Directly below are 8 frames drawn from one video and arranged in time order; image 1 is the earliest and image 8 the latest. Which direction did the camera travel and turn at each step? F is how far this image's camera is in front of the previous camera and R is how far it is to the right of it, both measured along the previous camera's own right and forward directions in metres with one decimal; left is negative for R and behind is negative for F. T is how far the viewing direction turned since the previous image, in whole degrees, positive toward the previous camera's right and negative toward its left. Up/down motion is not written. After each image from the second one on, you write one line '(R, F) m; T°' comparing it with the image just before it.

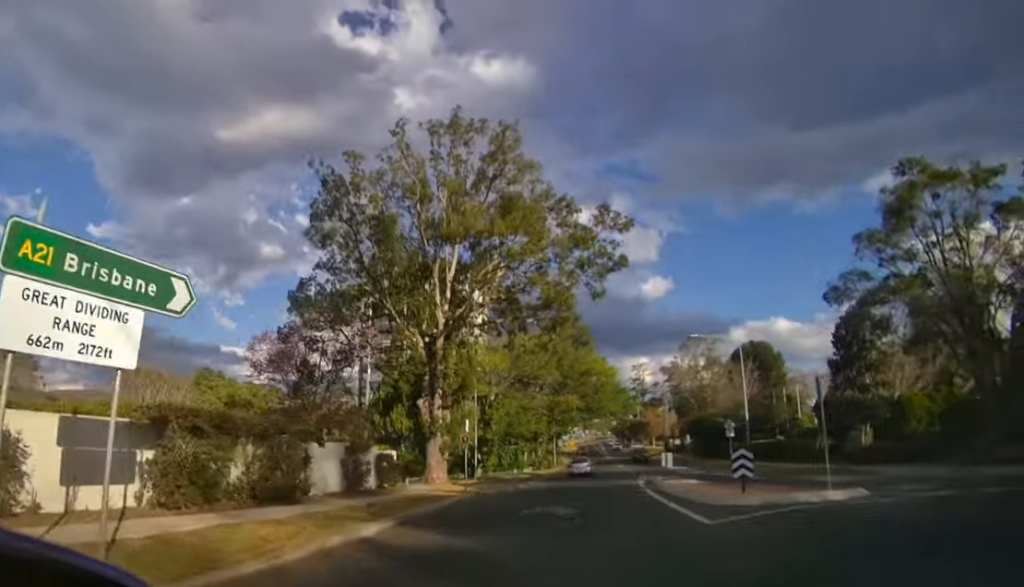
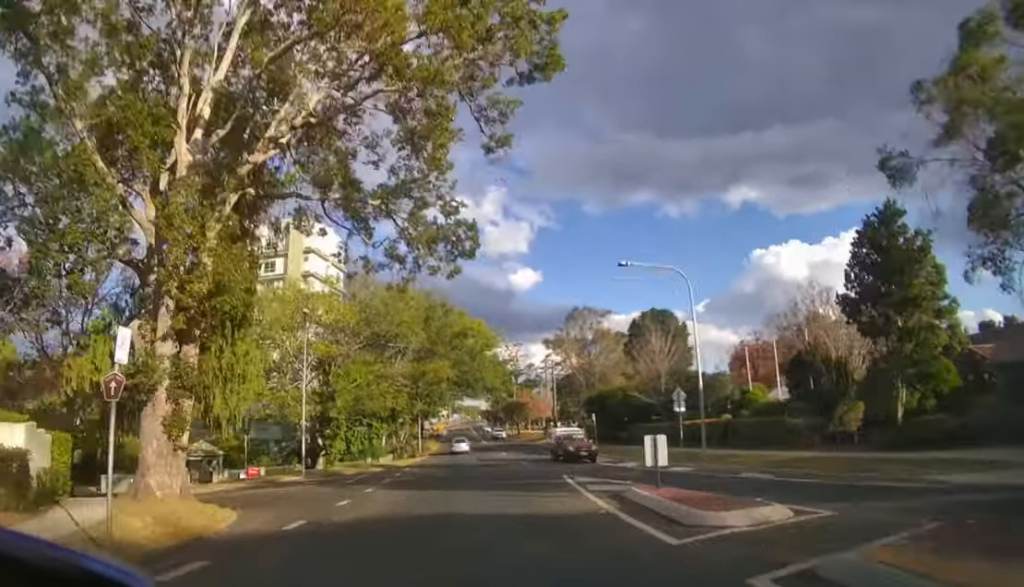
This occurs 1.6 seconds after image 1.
(+2.7, +11.7) m; +19°
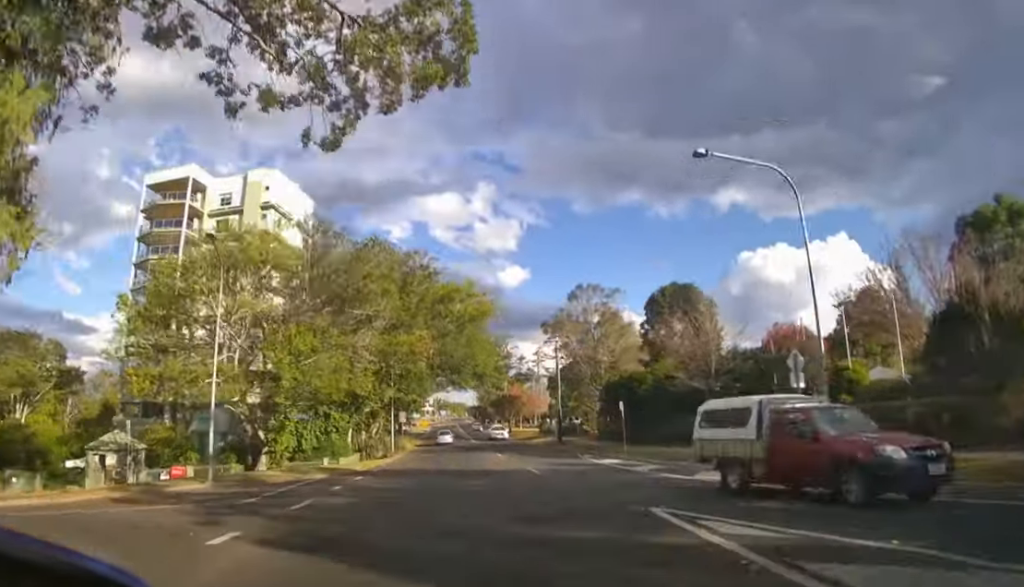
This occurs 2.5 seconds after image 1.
(+0.4, +9.4) m; +3°
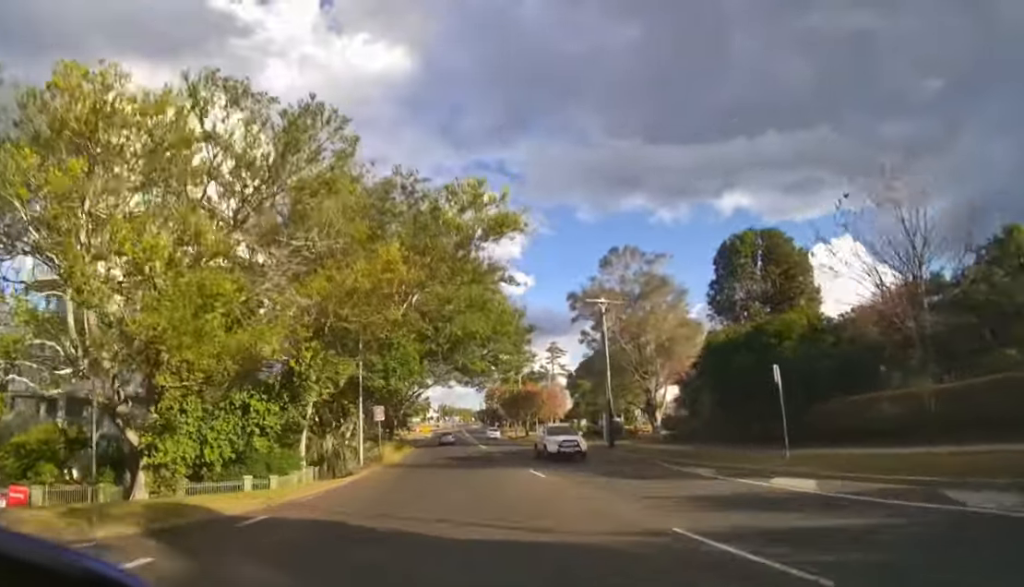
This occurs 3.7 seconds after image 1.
(+0.1, +13.5) m; +1°
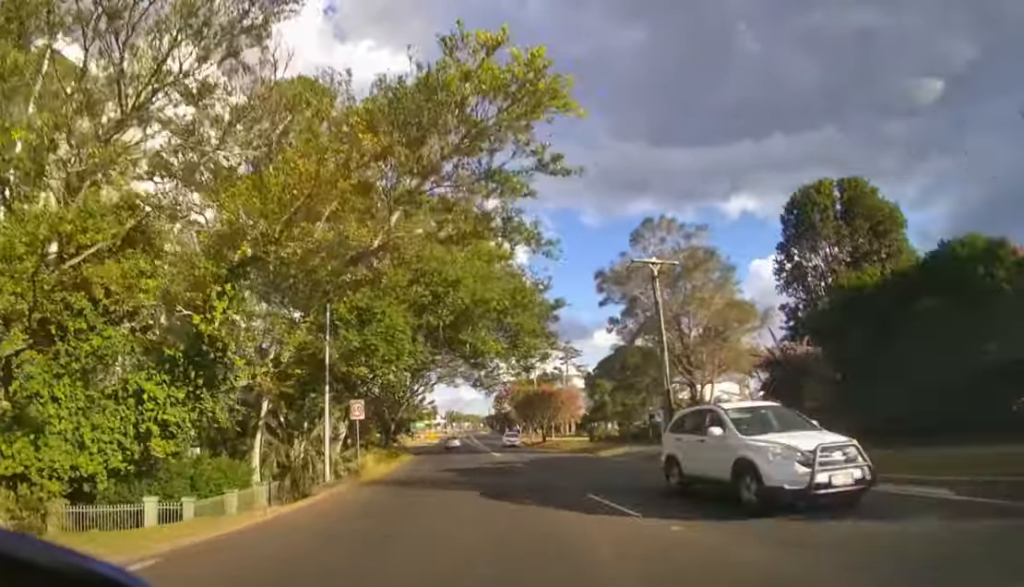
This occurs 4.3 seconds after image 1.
(0.0, +7.9) m; 0°
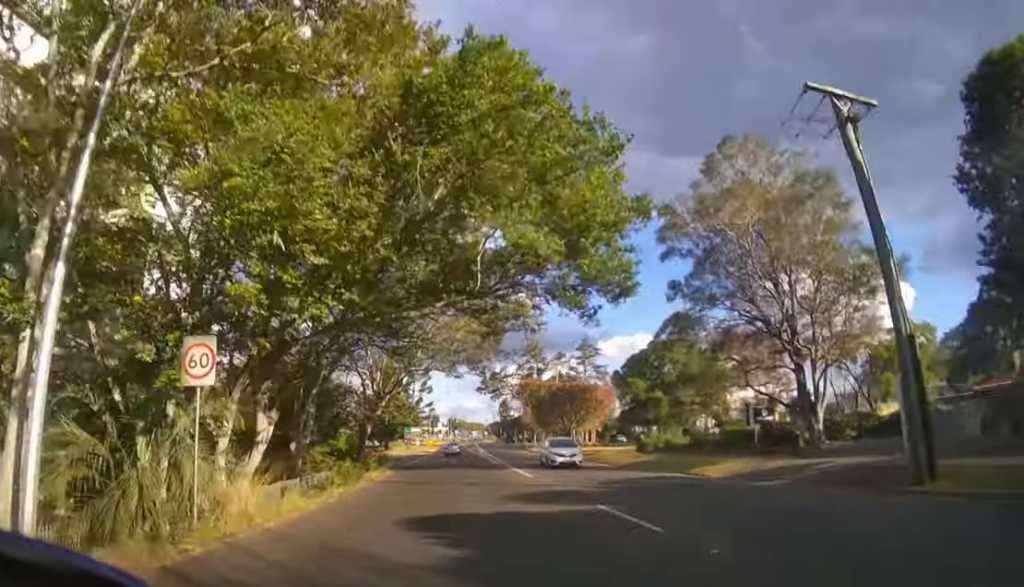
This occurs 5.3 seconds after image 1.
(-0.1, +13.7) m; -1°
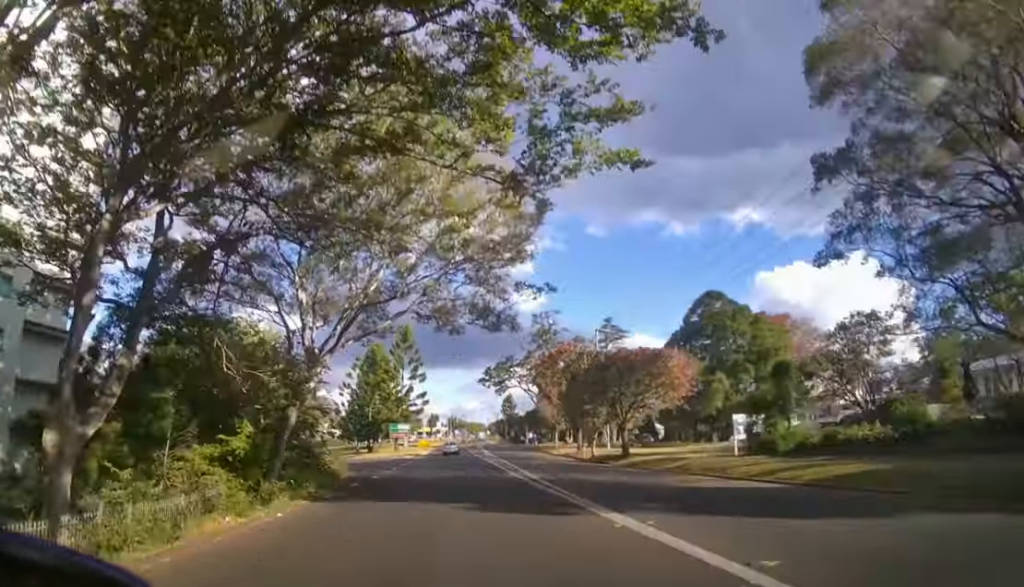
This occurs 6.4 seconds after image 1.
(-0.1, +17.2) m; 0°
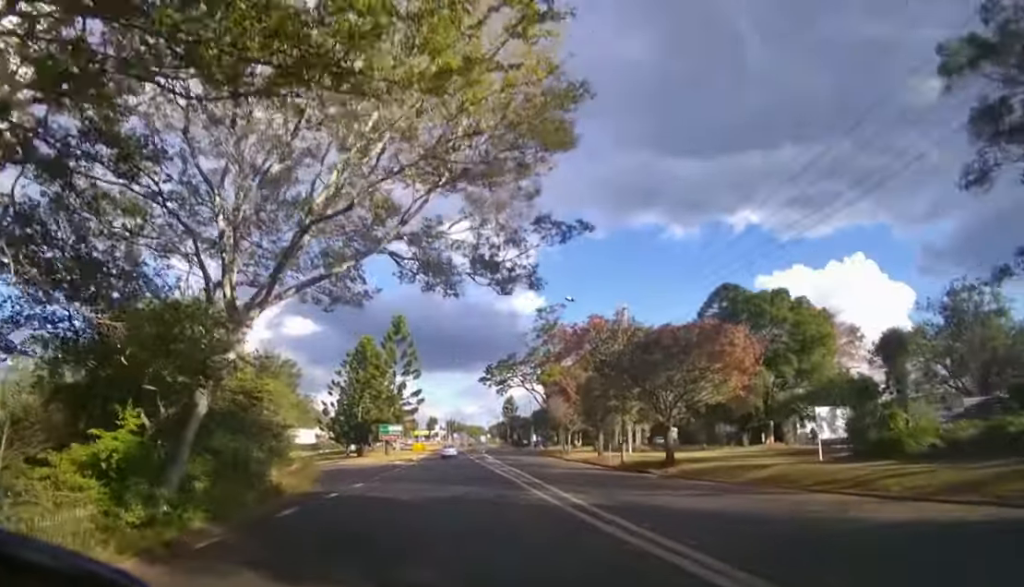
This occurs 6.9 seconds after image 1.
(0.0, +8.0) m; 0°
